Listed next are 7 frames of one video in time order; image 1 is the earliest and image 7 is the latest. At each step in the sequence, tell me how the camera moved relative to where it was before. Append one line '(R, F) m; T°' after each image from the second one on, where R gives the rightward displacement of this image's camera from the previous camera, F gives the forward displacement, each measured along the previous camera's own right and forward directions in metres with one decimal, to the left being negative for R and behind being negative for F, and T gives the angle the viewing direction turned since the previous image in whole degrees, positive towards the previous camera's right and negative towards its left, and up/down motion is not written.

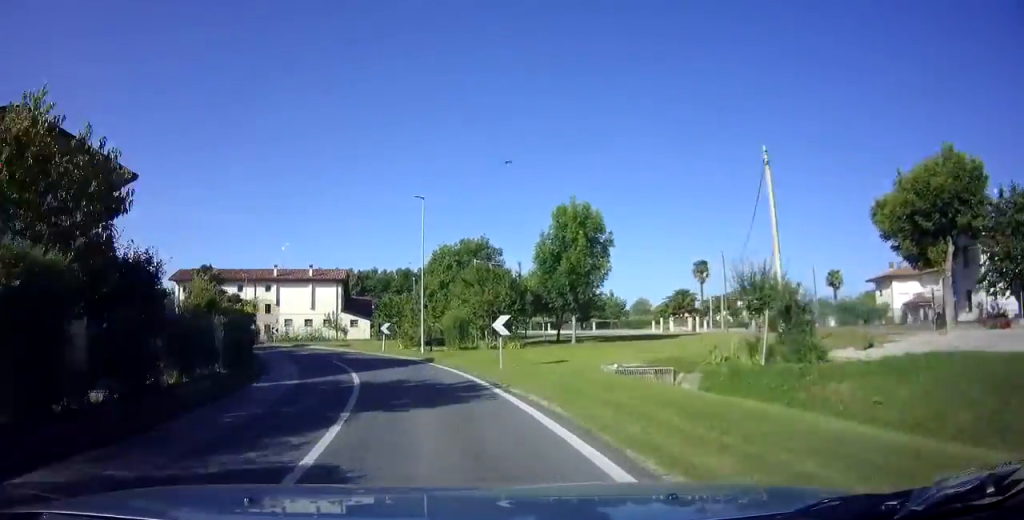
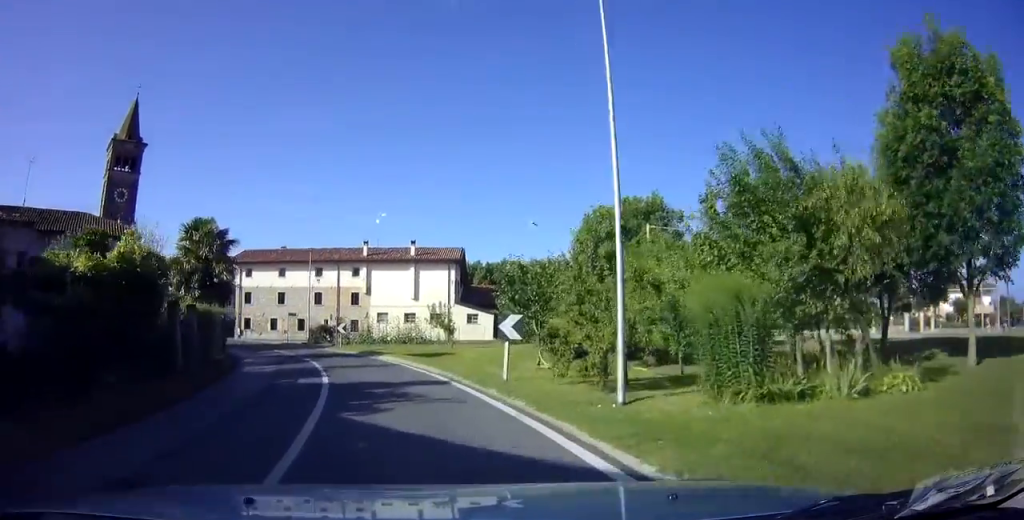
(-2.5, +18.0) m; -15°
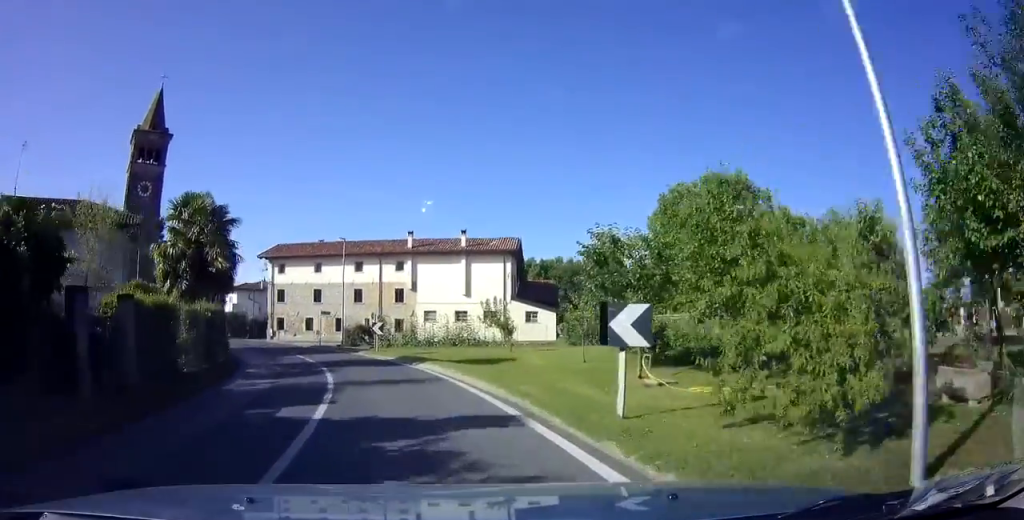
(+0.1, +5.4) m; -5°
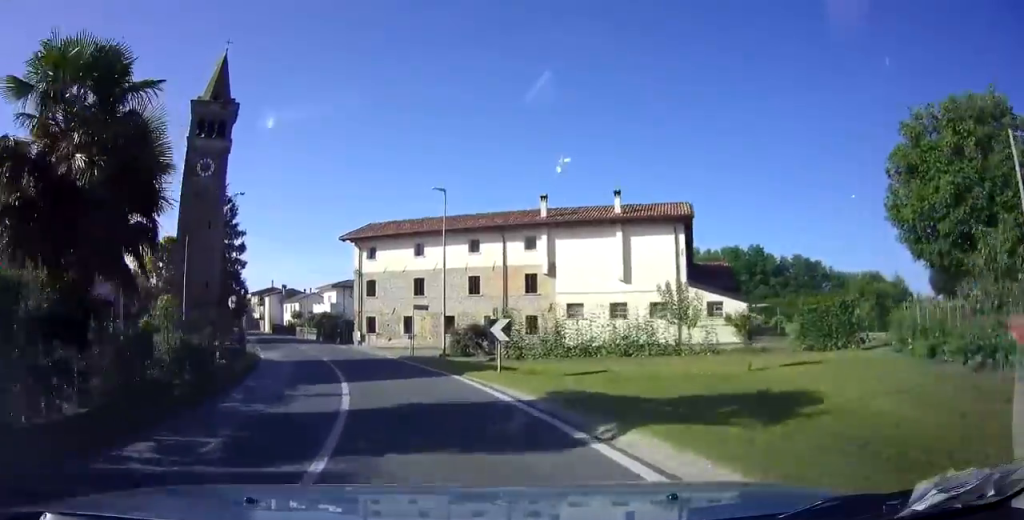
(-1.5, +12.5) m; -13°
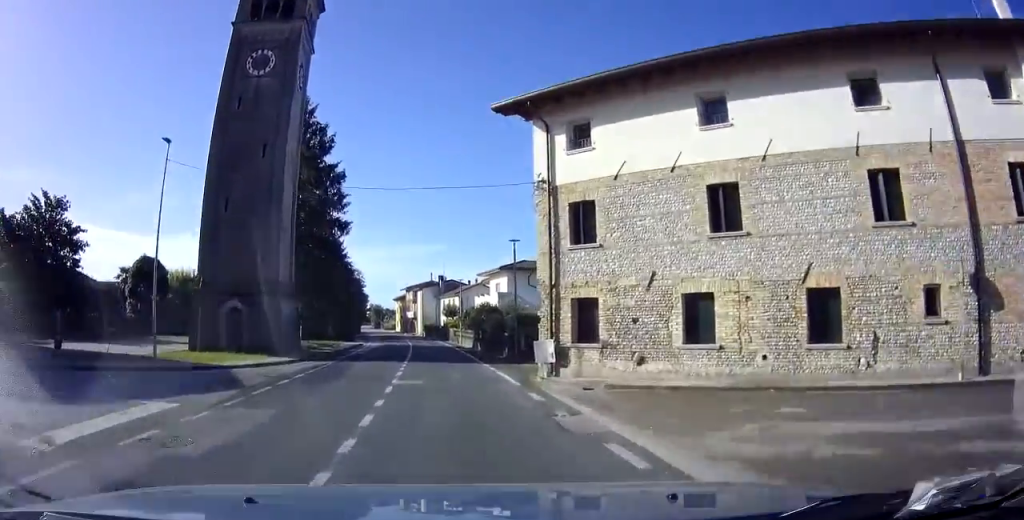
(-4.5, +23.9) m; -17°
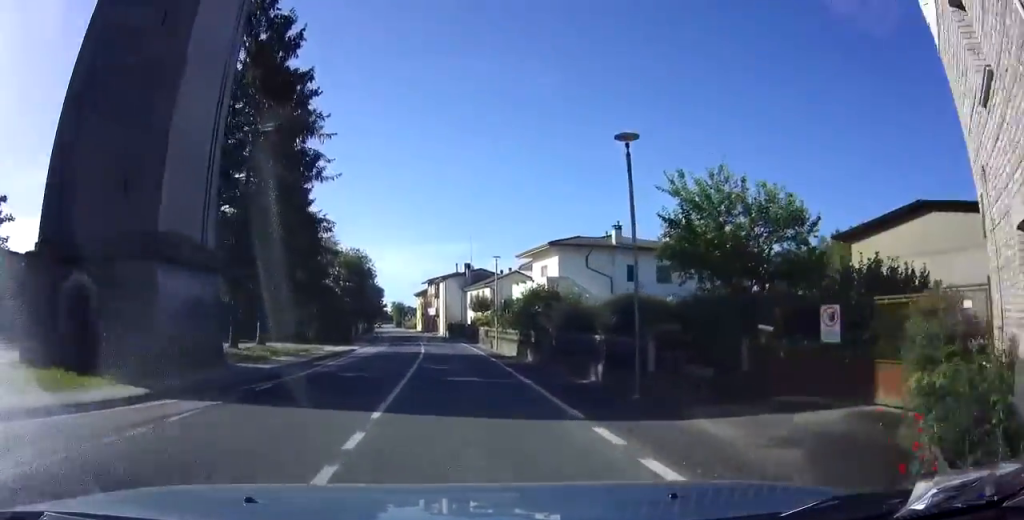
(-0.7, +13.8) m; -4°
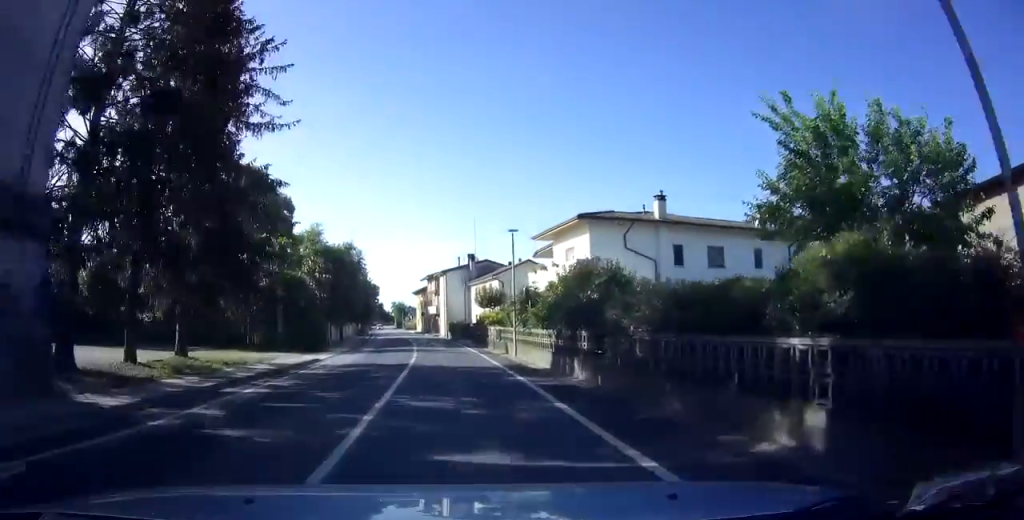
(-0.2, +8.6) m; -1°
